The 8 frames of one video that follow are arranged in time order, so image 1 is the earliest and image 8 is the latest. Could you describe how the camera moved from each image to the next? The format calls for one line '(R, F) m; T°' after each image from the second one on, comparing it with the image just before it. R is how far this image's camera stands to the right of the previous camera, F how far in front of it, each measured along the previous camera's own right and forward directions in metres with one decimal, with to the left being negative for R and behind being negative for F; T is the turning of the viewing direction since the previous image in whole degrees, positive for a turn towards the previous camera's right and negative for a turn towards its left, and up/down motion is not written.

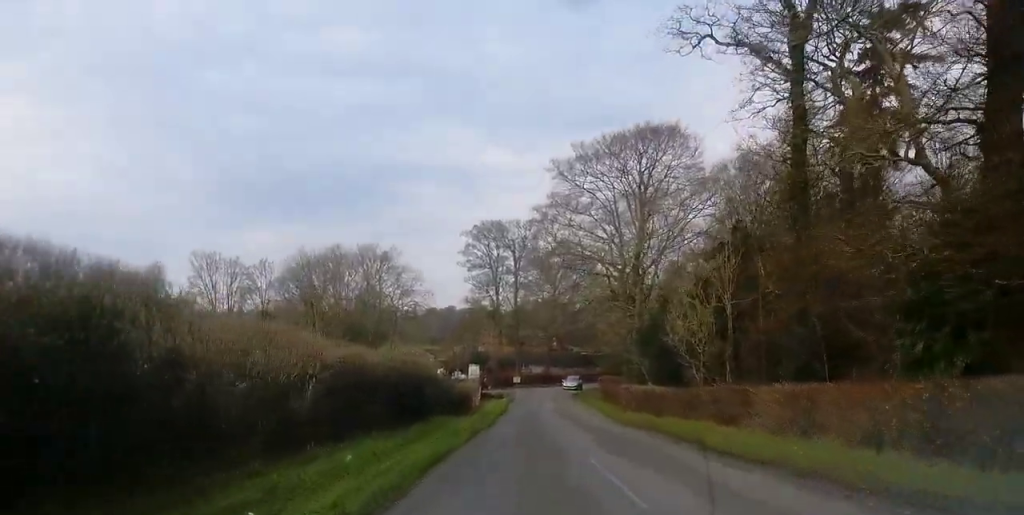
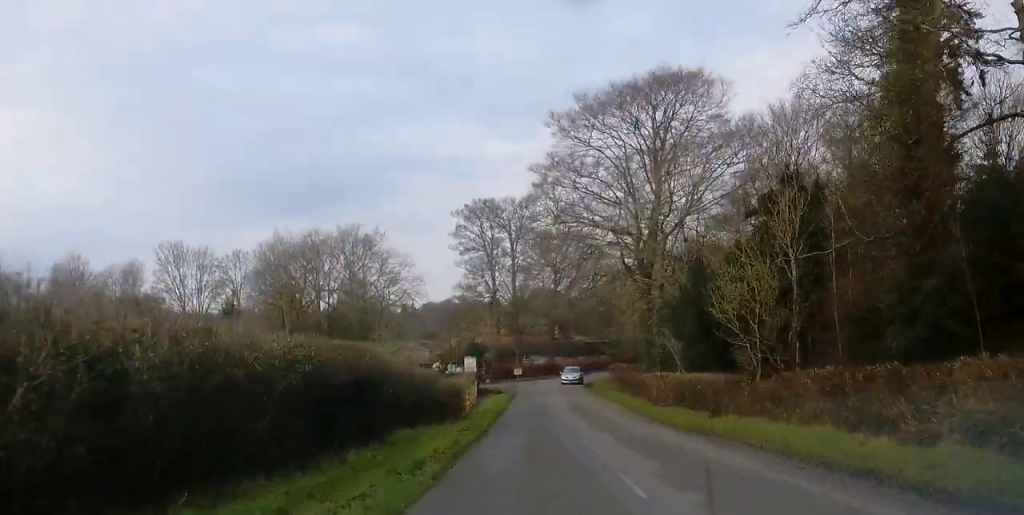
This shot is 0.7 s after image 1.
(-0.5, +9.6) m; -2°
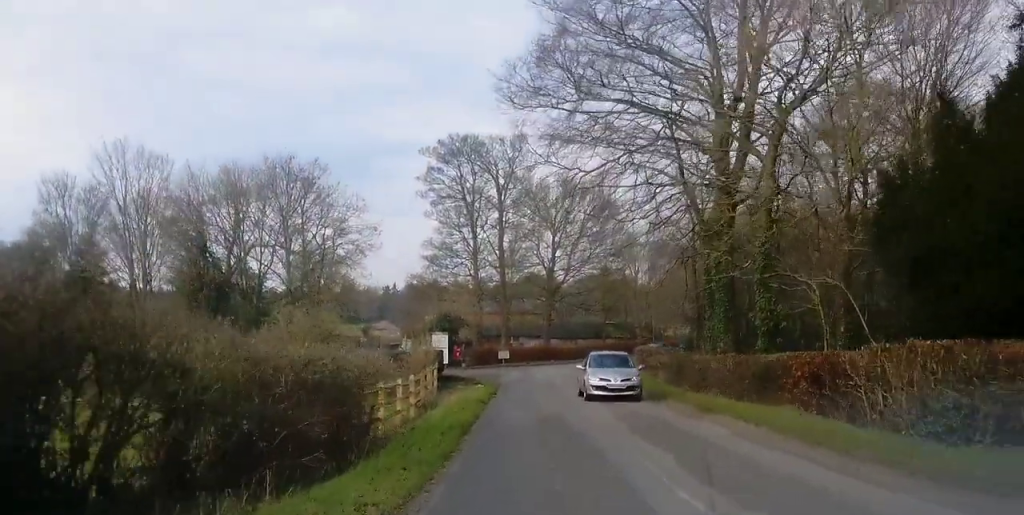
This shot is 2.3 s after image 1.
(-0.2, +21.7) m; +2°
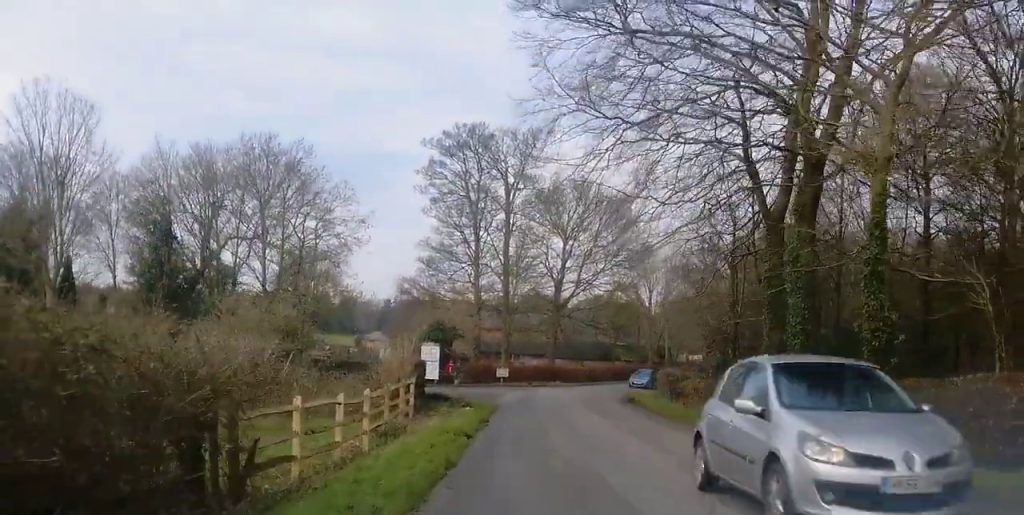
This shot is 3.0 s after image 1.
(+0.2, +8.1) m; 0°
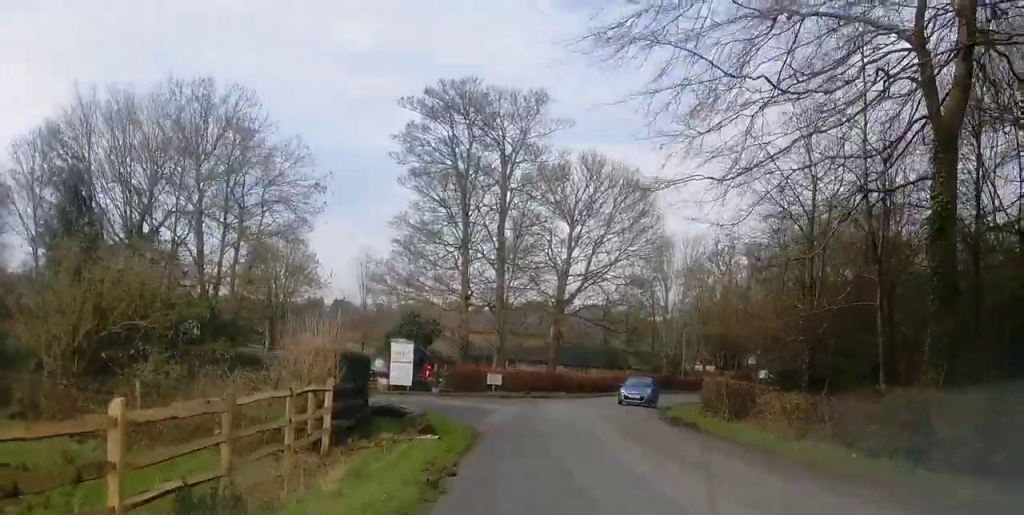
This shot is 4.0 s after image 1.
(-0.2, +11.9) m; 0°
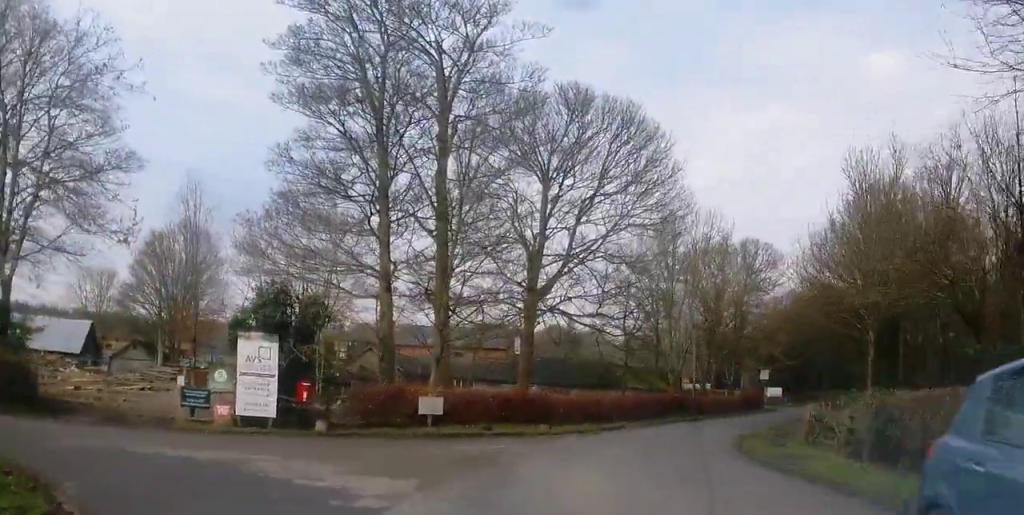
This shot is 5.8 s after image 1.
(+0.1, +19.6) m; +2°
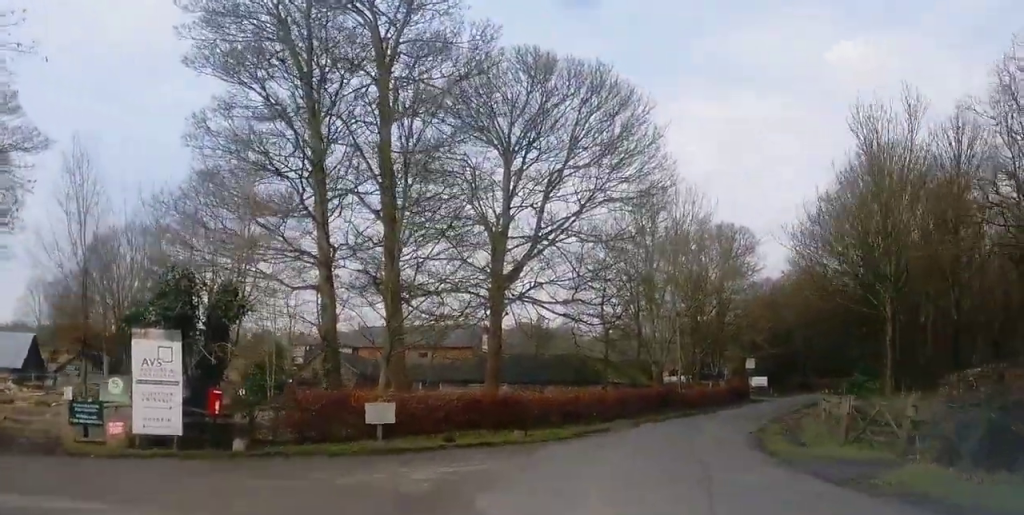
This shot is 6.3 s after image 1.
(0.0, +5.0) m; +2°
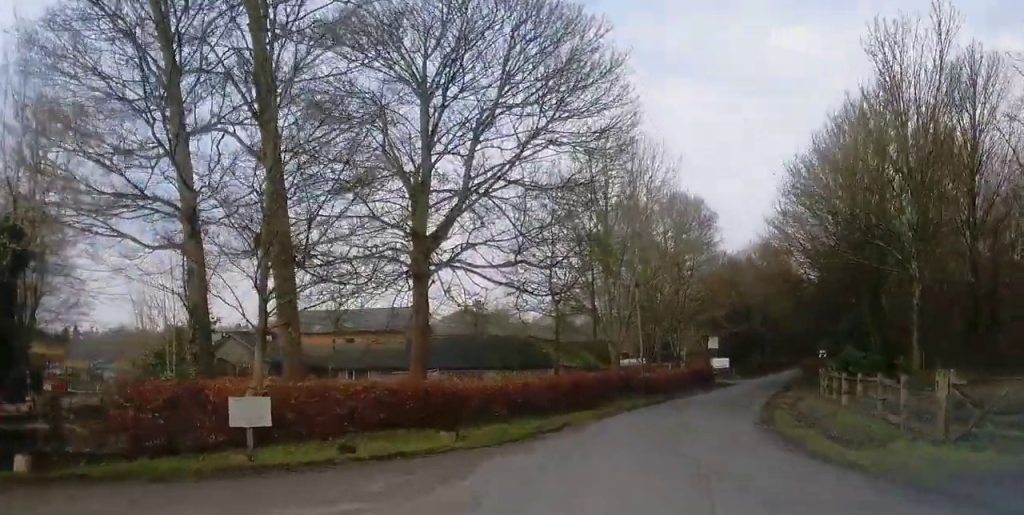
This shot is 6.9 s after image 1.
(+0.4, +7.1) m; +5°
